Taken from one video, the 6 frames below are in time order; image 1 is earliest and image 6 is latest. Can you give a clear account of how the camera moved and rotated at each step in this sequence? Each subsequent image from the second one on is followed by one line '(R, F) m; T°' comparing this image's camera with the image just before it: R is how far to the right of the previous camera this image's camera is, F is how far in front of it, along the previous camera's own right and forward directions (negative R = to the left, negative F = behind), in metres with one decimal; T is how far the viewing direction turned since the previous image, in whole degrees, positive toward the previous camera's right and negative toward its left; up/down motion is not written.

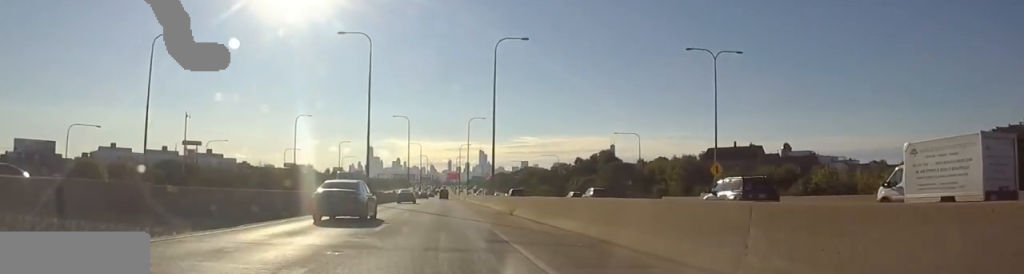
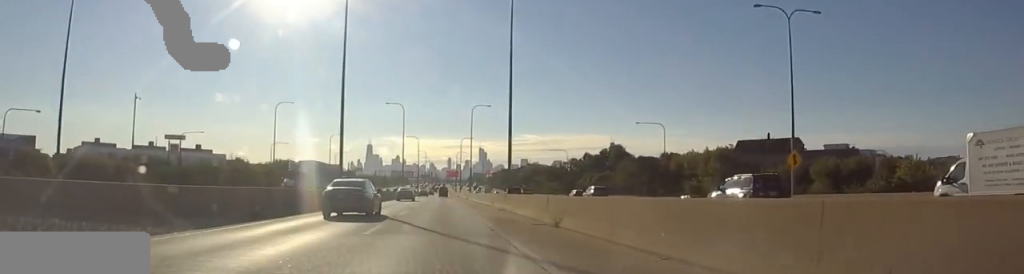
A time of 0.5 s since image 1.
(-0.4, +13.9) m; 0°
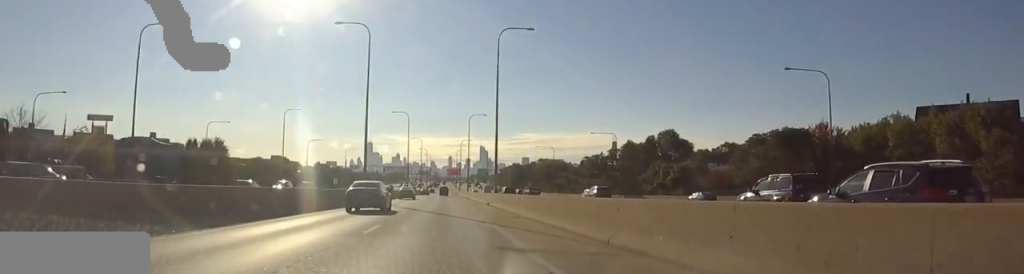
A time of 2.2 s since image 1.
(+0.7, +49.0) m; +1°
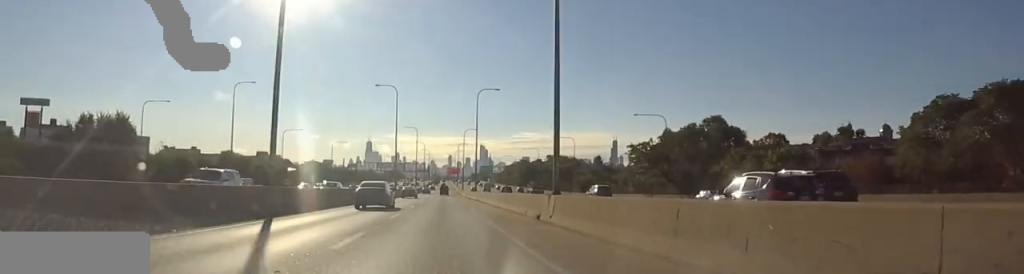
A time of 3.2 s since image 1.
(+0.4, +29.1) m; +1°
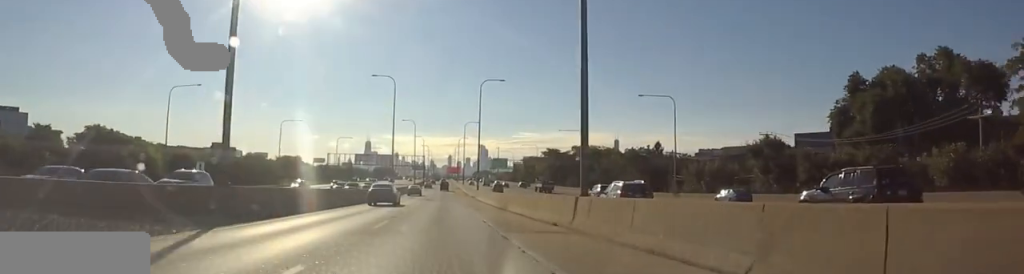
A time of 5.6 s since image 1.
(-2.2, +70.0) m; -2°
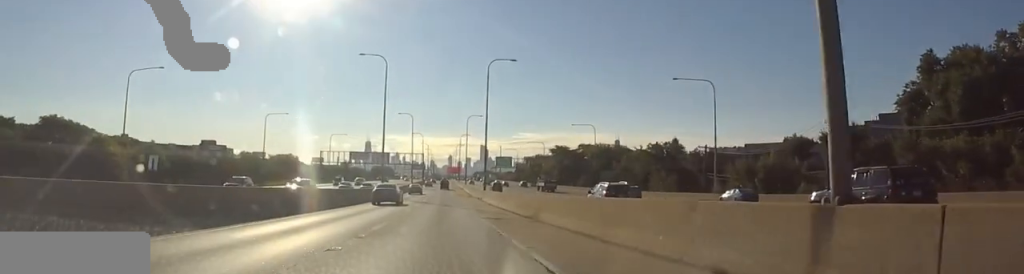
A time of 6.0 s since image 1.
(+0.4, +13.3) m; +1°
